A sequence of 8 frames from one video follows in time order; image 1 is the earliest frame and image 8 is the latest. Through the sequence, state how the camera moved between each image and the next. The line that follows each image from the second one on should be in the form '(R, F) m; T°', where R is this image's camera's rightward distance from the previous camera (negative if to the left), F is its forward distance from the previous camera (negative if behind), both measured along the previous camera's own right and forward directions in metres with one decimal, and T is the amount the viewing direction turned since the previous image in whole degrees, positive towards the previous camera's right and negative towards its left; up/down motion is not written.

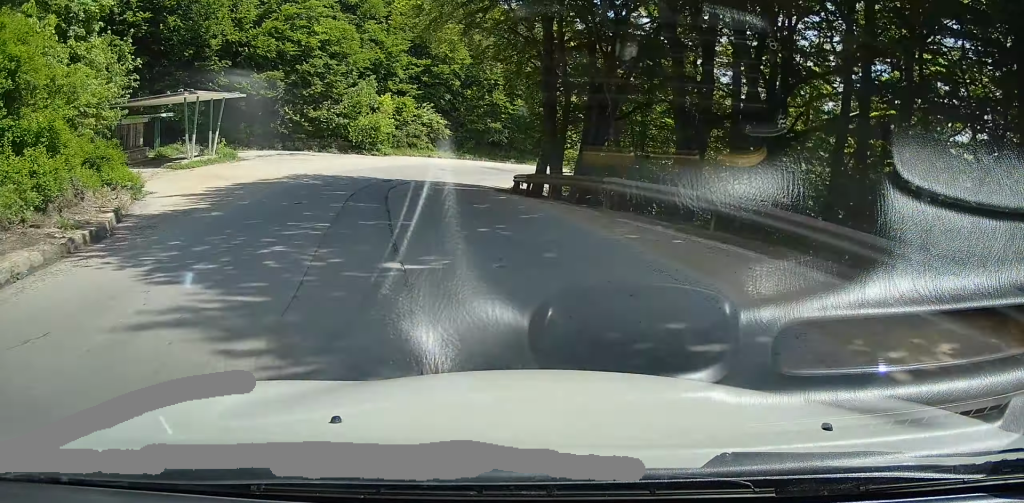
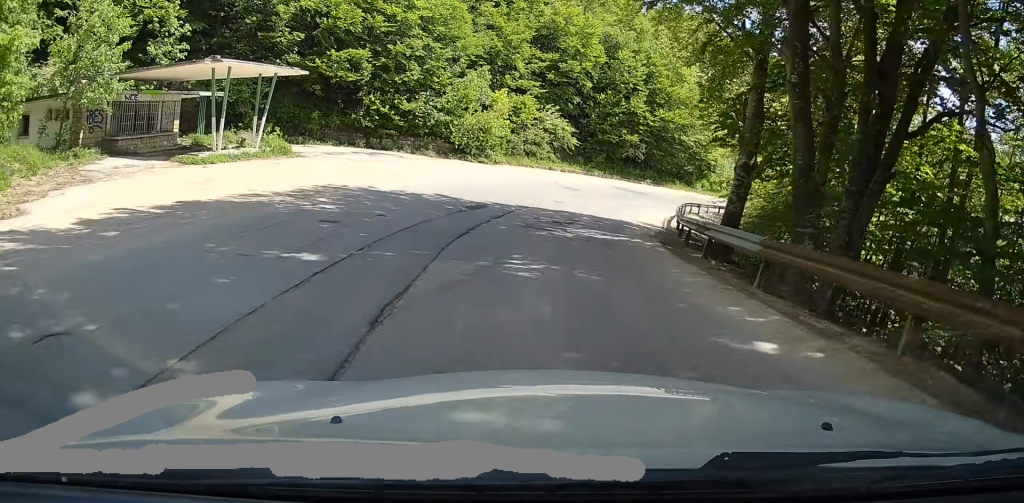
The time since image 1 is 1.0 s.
(-0.4, +11.0) m; -3°
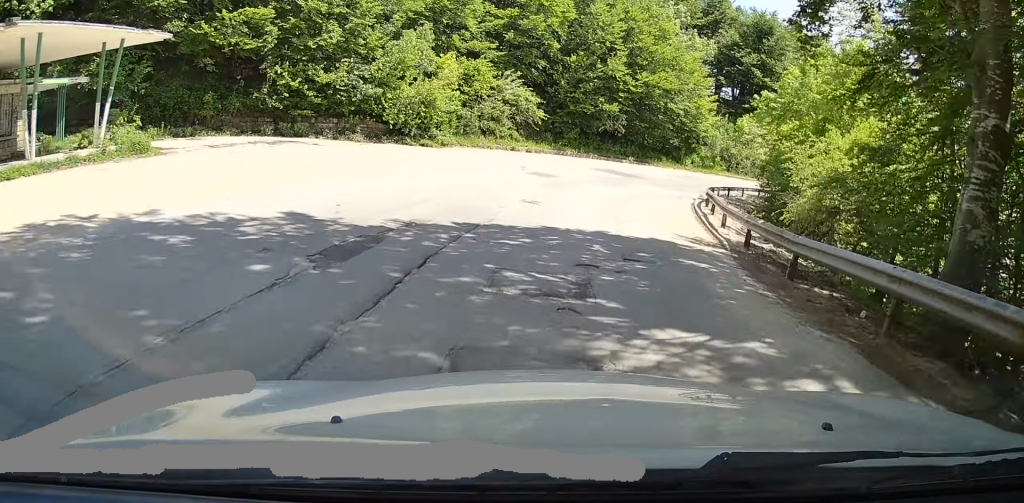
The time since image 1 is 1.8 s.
(-0.2, +10.2) m; 0°
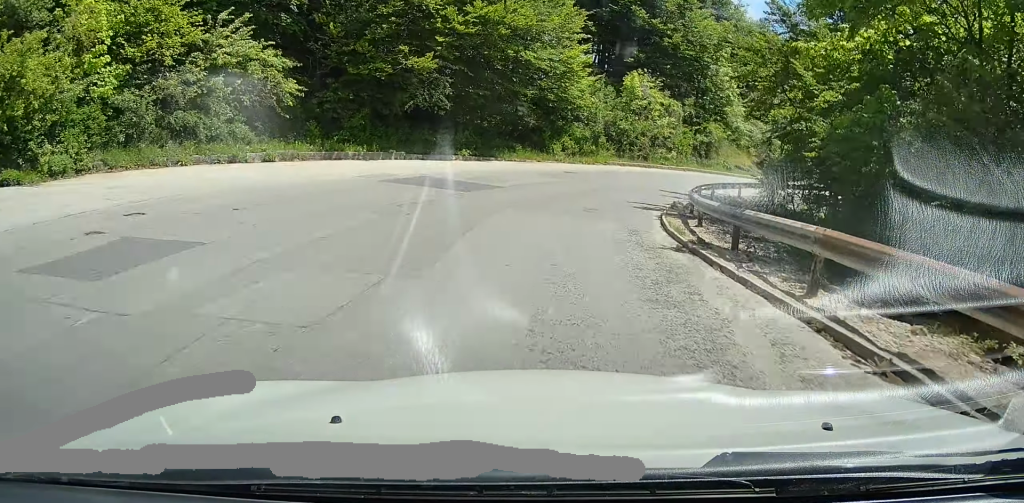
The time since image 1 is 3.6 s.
(+0.9, +22.9) m; +6°
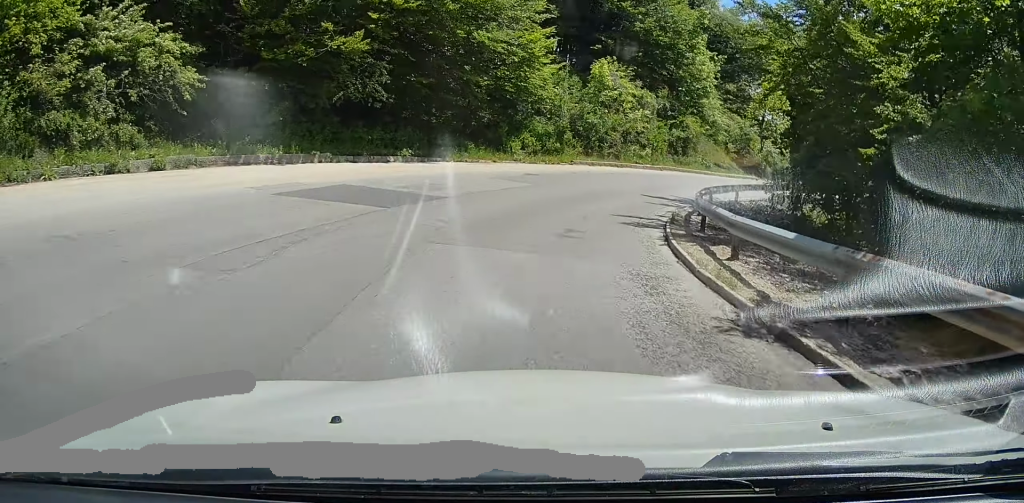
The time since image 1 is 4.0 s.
(-0.1, +5.4) m; +2°
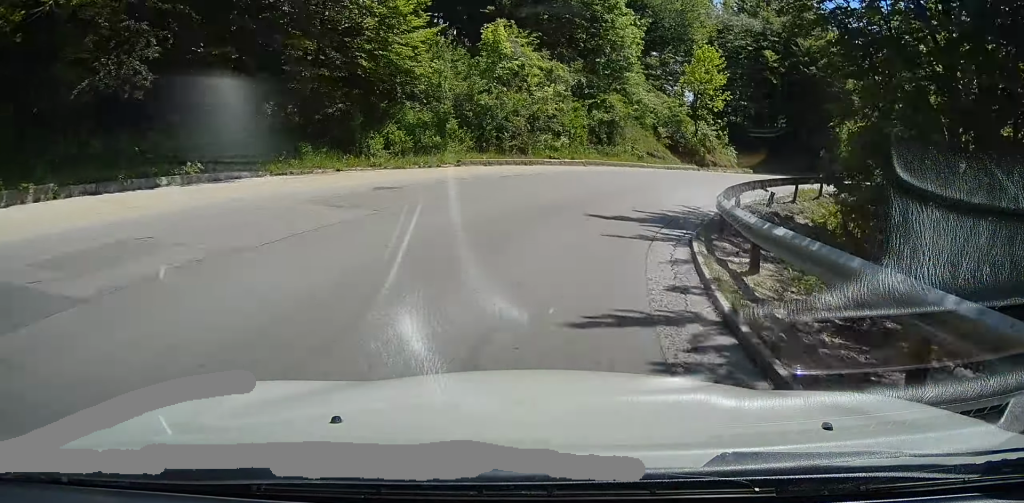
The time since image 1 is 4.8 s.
(+0.6, +10.4) m; +10°
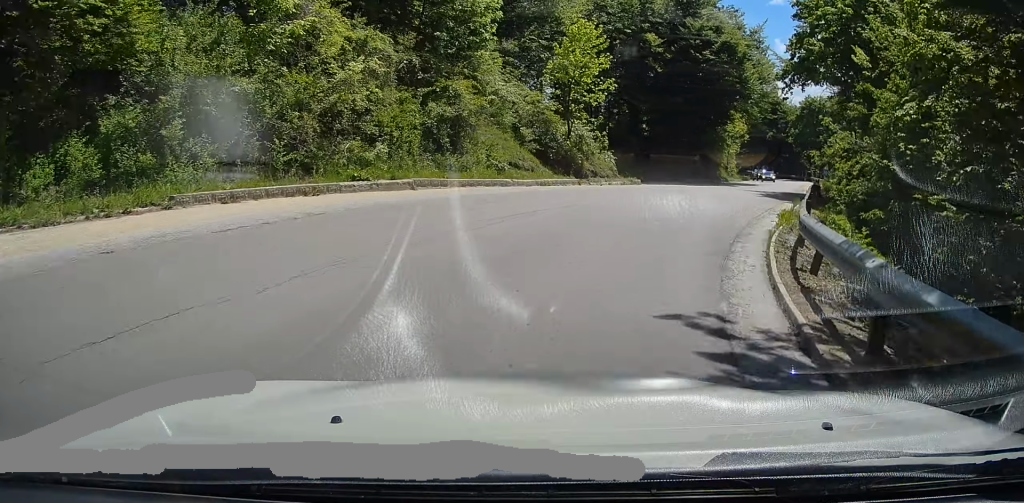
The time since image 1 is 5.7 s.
(+1.2, +10.6) m; +14°
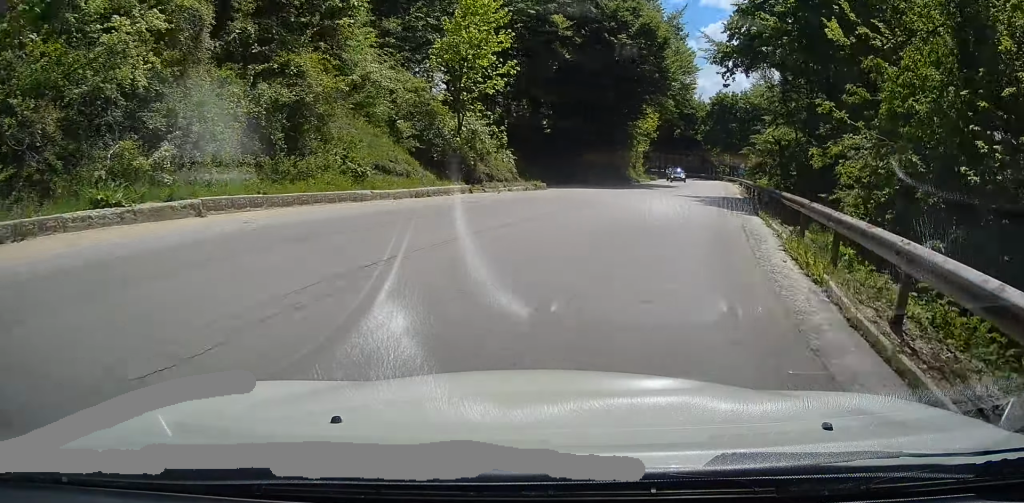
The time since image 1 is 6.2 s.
(+0.6, +6.5) m; +8°
